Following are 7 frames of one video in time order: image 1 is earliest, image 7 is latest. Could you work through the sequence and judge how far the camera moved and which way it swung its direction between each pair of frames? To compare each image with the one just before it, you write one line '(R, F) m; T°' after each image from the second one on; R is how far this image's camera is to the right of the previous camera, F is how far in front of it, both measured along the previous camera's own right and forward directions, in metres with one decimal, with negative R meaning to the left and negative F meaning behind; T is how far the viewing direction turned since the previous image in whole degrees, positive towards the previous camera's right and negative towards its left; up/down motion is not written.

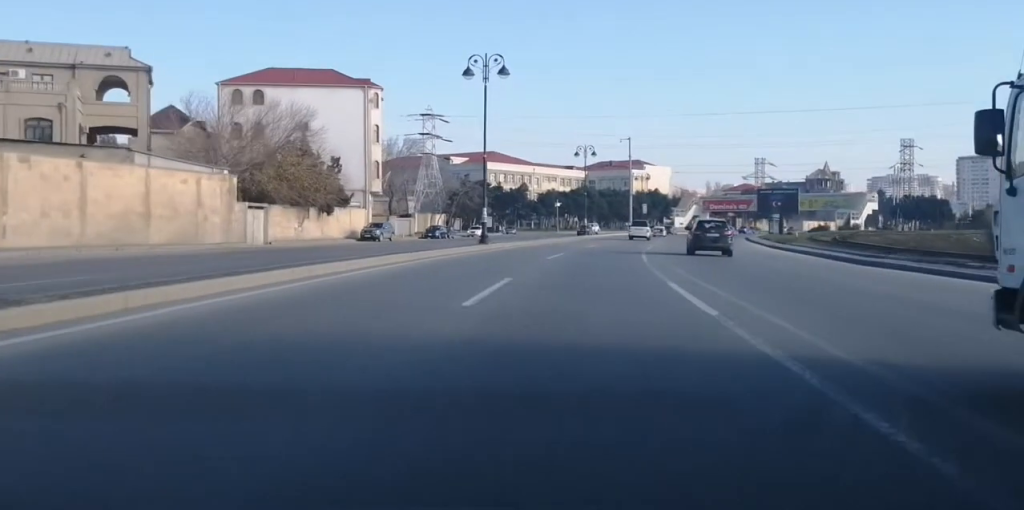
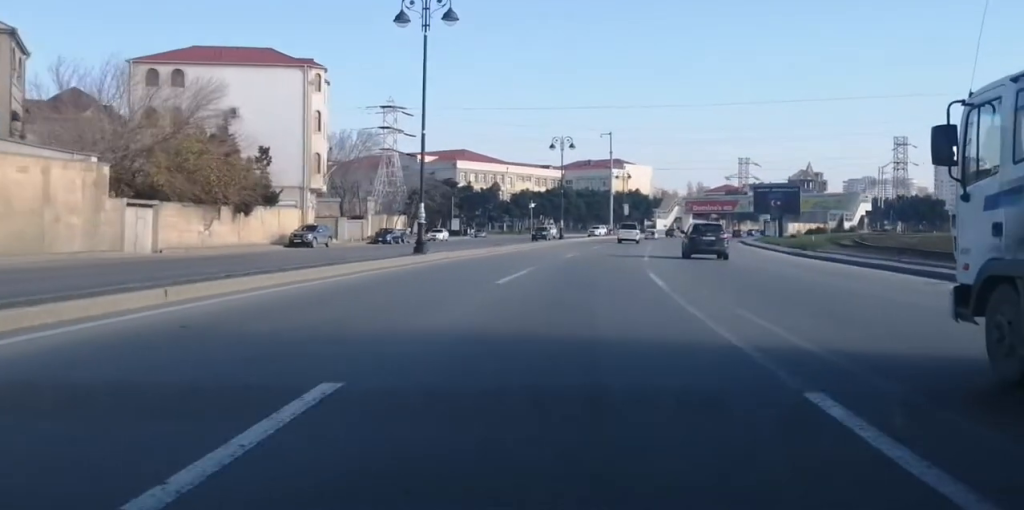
(+0.2, +14.5) m; +1°
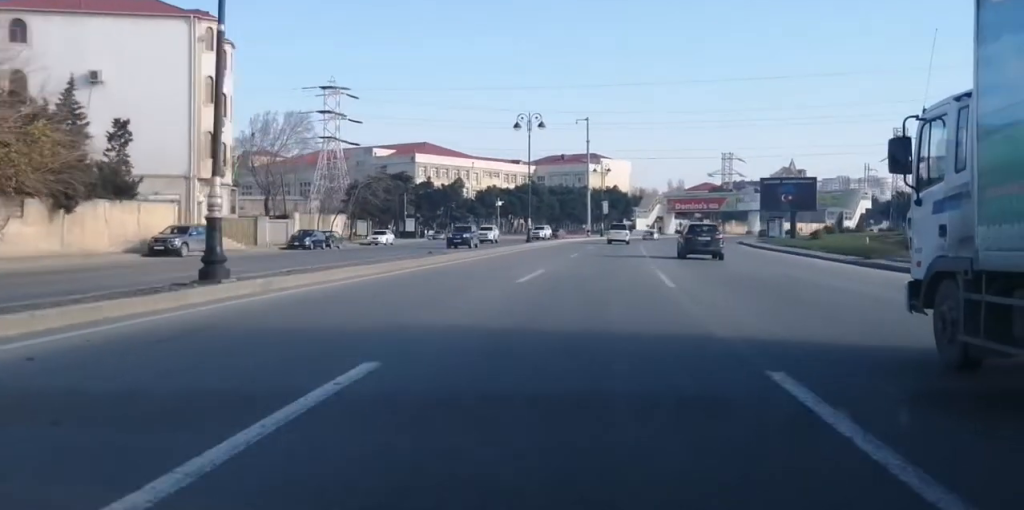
(0.0, +19.1) m; +1°
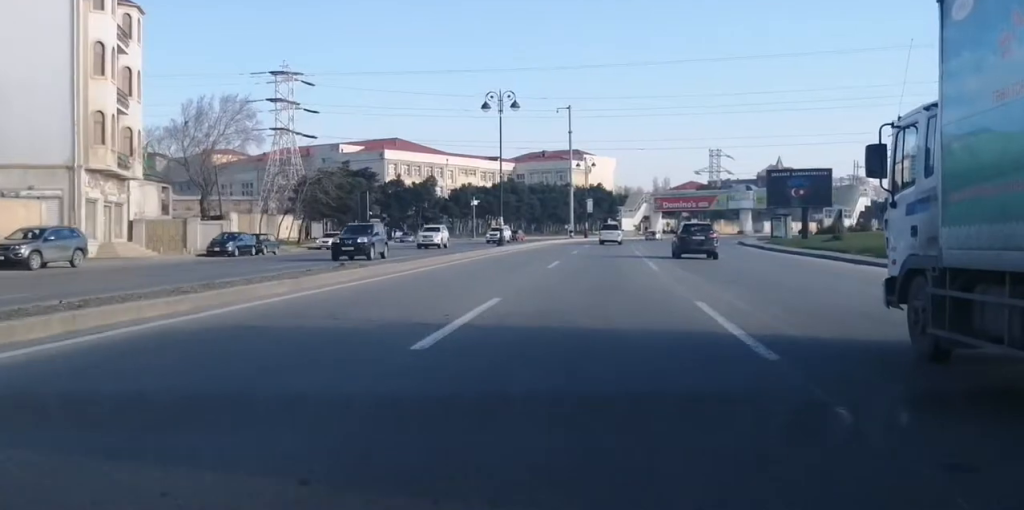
(-0.1, +12.1) m; +1°
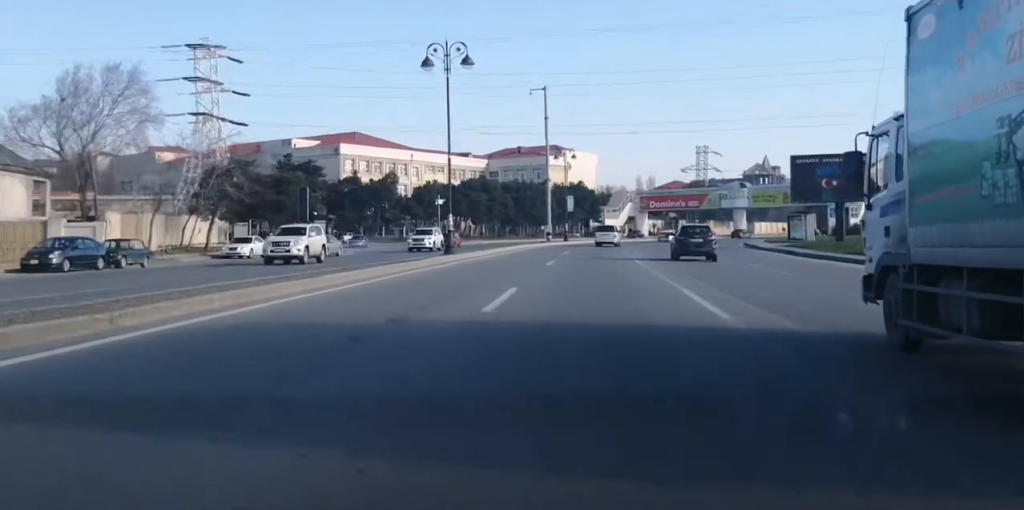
(+0.5, +15.8) m; +2°
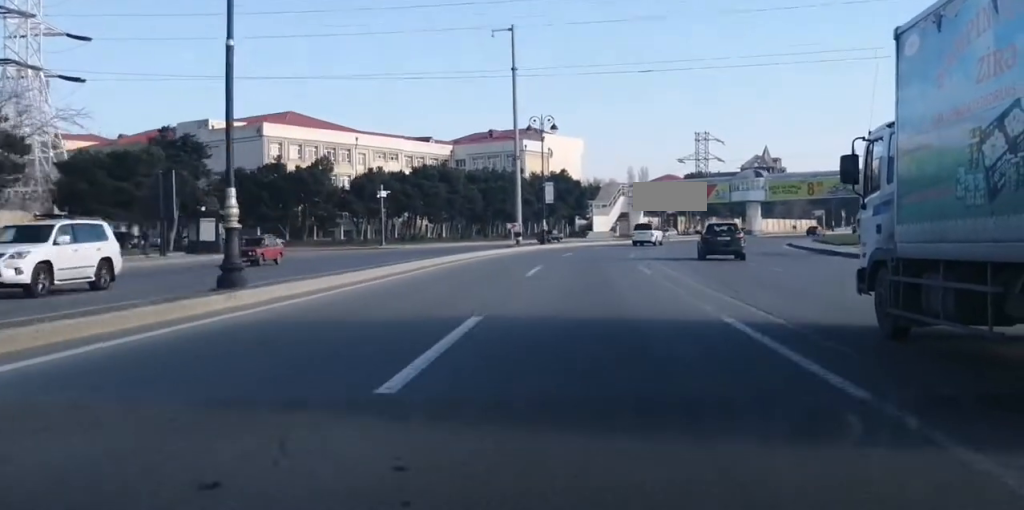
(+0.5, +27.5) m; +3°
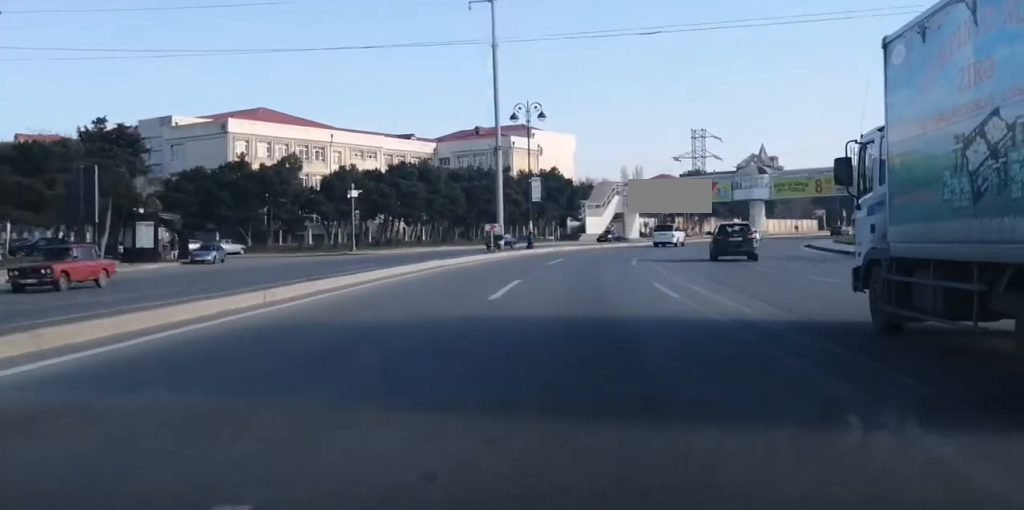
(+0.1, +8.7) m; +1°
